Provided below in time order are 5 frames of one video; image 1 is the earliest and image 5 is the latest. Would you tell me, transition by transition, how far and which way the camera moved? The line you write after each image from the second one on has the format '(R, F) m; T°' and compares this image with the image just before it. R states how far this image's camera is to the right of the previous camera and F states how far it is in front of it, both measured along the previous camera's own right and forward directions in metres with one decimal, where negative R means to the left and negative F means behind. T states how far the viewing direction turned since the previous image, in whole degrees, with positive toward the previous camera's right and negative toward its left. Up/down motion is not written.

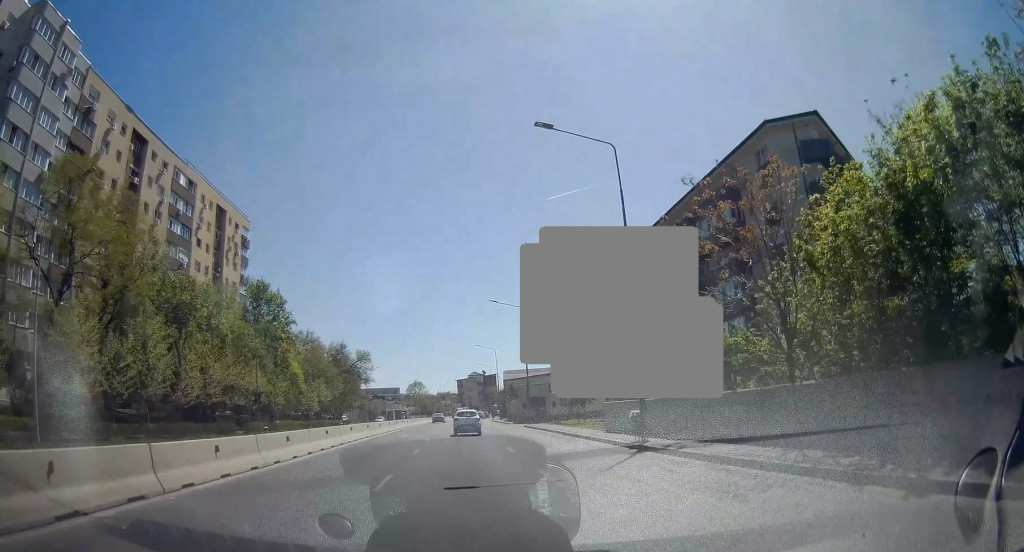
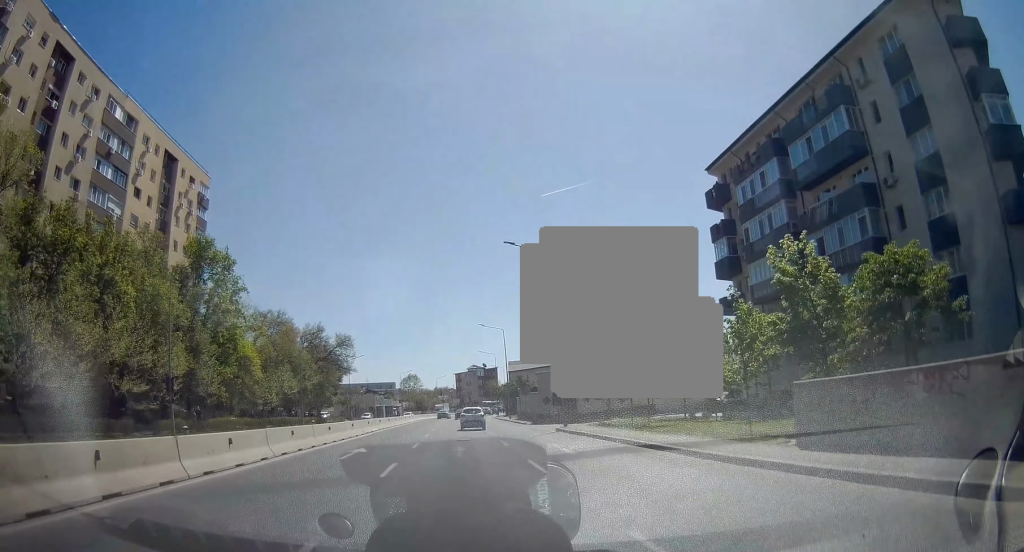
(+0.2, +15.5) m; 0°
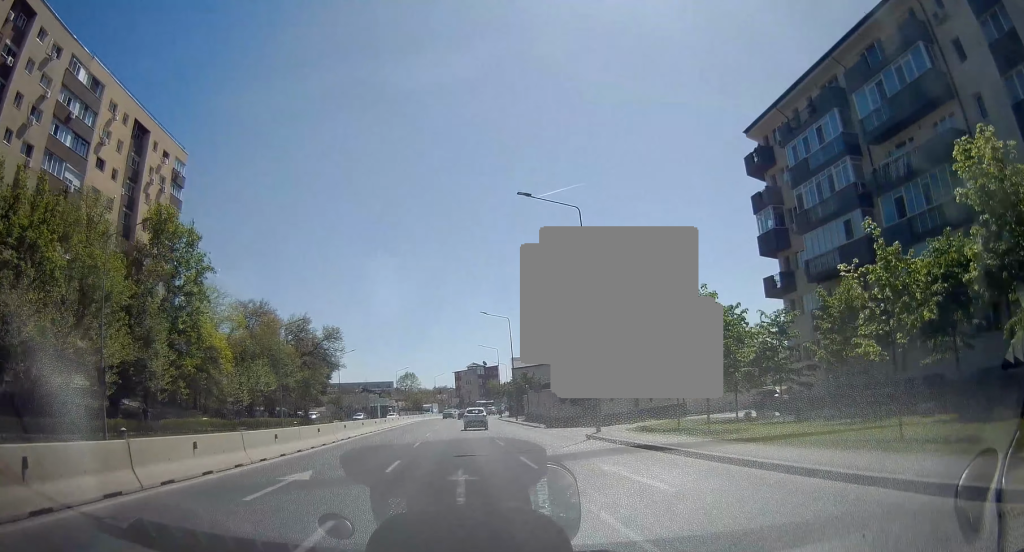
(-0.1, +7.9) m; 0°
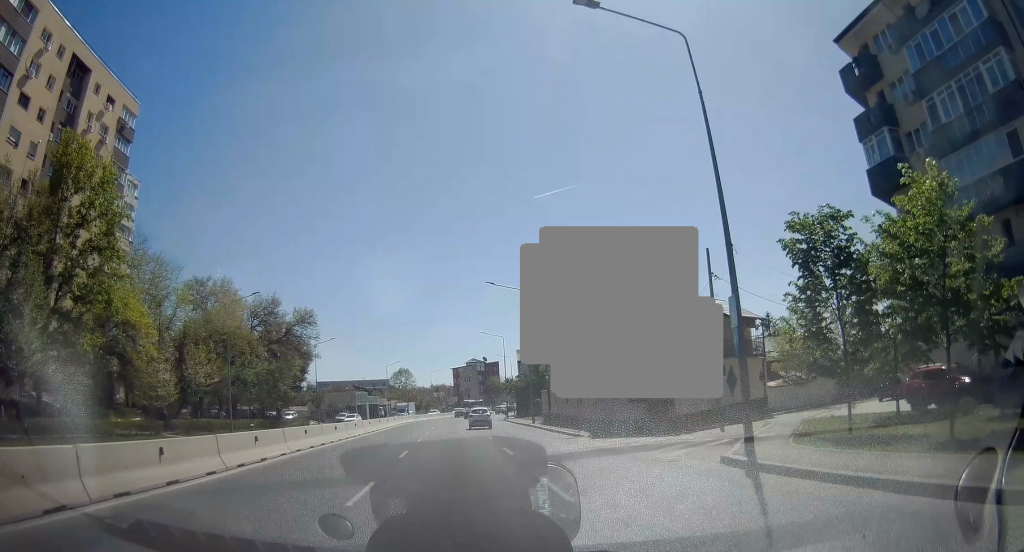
(+0.2, +13.6) m; +1°
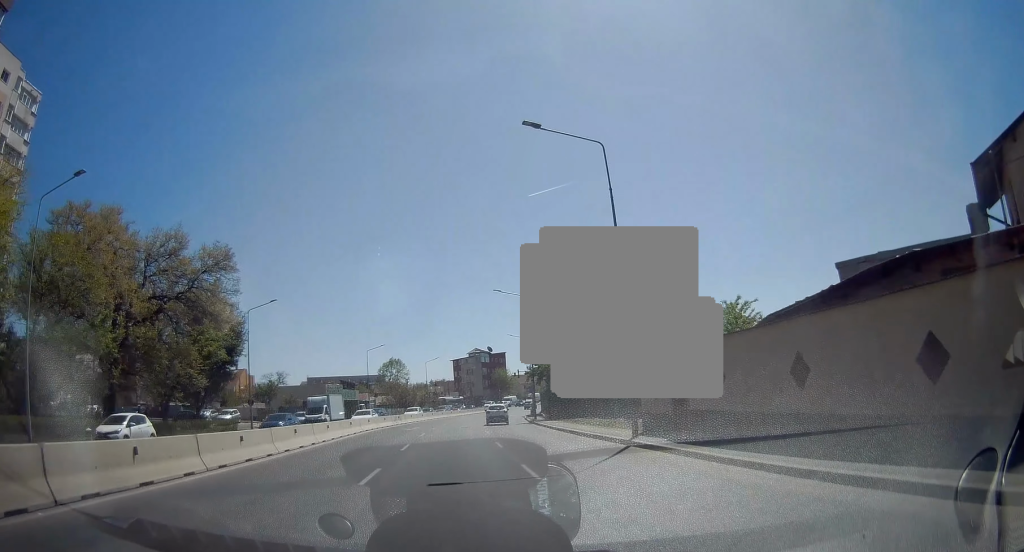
(0.0, +24.5) m; 0°
